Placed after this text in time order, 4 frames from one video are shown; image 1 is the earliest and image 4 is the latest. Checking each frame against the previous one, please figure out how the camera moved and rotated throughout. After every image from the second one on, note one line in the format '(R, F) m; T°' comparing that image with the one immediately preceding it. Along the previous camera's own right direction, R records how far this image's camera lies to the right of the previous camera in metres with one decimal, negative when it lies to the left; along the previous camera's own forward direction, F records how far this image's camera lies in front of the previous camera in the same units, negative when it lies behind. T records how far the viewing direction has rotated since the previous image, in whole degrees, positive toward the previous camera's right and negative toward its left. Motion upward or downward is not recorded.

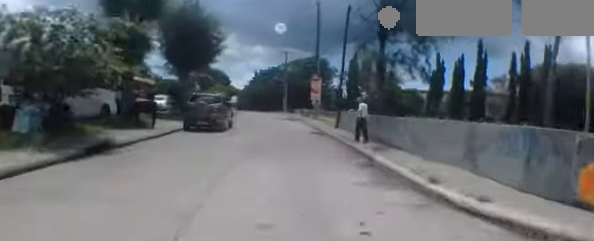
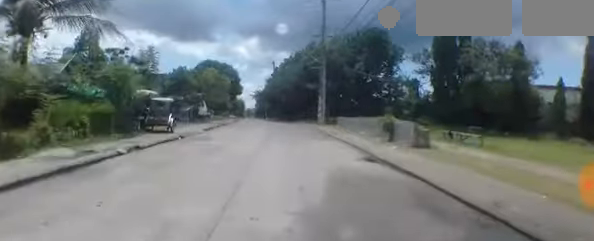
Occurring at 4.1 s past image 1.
(-0.6, +30.9) m; -4°
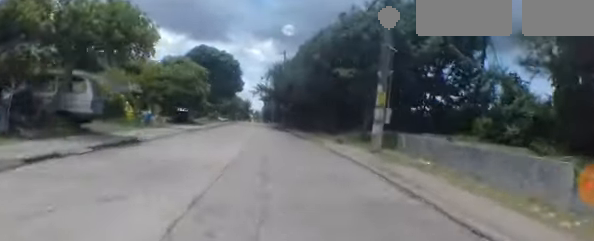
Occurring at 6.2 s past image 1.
(0.0, +15.4) m; 0°
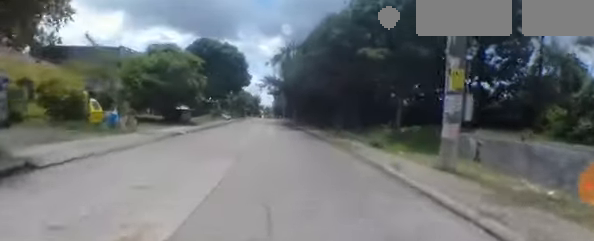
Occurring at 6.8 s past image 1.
(0.0, +4.6) m; 0°
